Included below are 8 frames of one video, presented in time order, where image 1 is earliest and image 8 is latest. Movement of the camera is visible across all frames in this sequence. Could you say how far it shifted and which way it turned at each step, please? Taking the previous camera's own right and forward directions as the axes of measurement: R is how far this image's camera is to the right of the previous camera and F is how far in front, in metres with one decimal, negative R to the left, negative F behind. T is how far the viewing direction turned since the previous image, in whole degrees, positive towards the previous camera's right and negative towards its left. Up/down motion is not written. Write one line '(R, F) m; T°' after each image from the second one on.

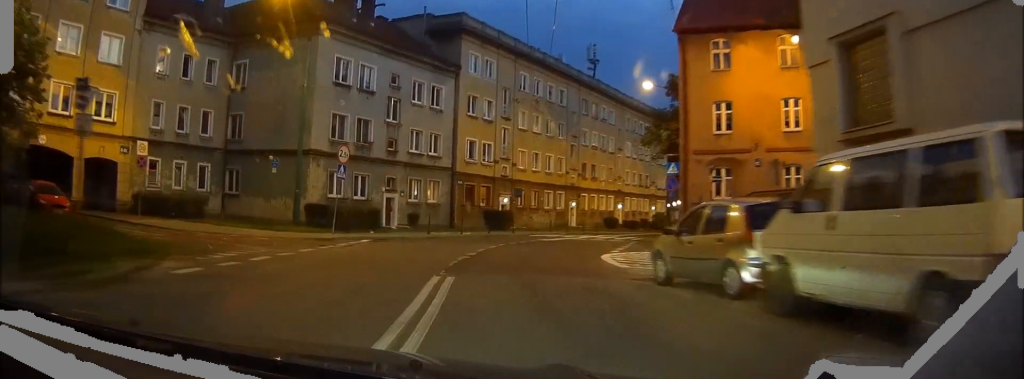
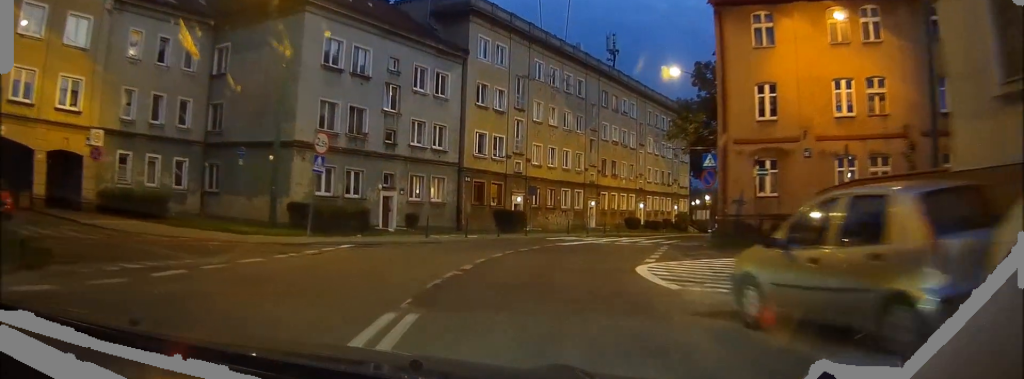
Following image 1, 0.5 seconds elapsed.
(-0.1, +4.5) m; -2°
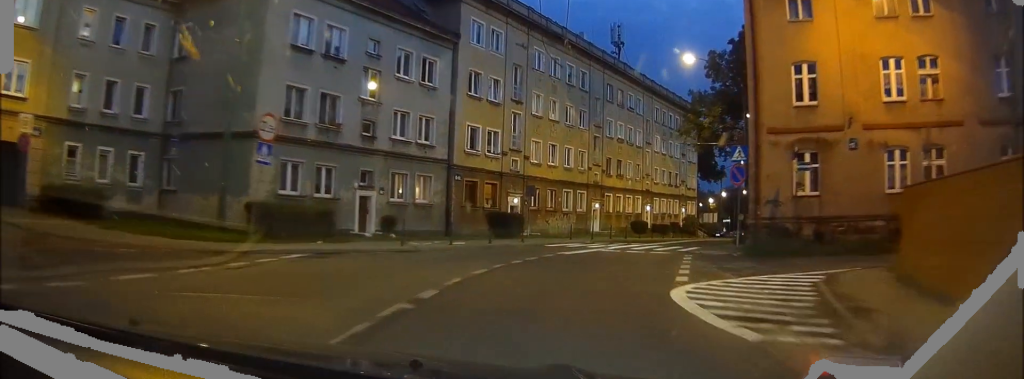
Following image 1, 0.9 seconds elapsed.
(0.0, +4.5) m; -2°
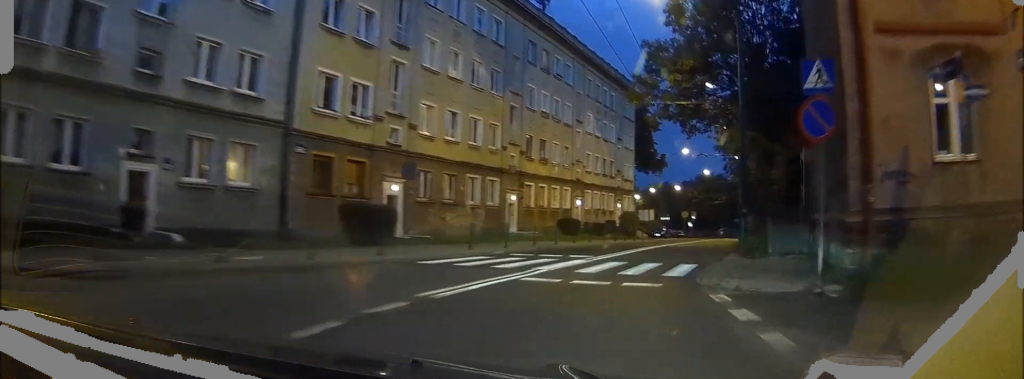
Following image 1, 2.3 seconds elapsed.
(-0.4, +13.3) m; +1°
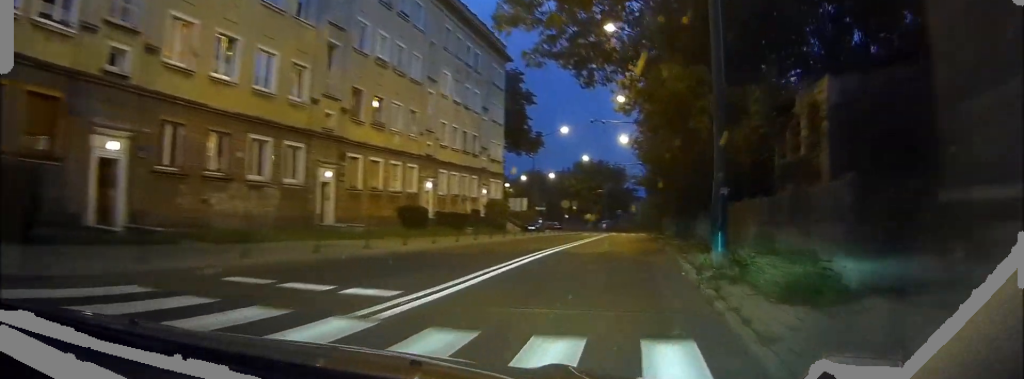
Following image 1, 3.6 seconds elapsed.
(+0.6, +12.7) m; +6°
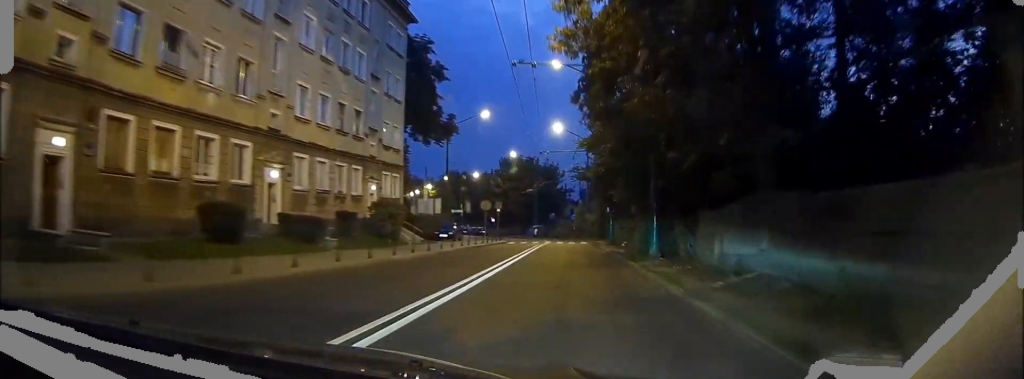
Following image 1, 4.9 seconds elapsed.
(+1.0, +13.7) m; +8°
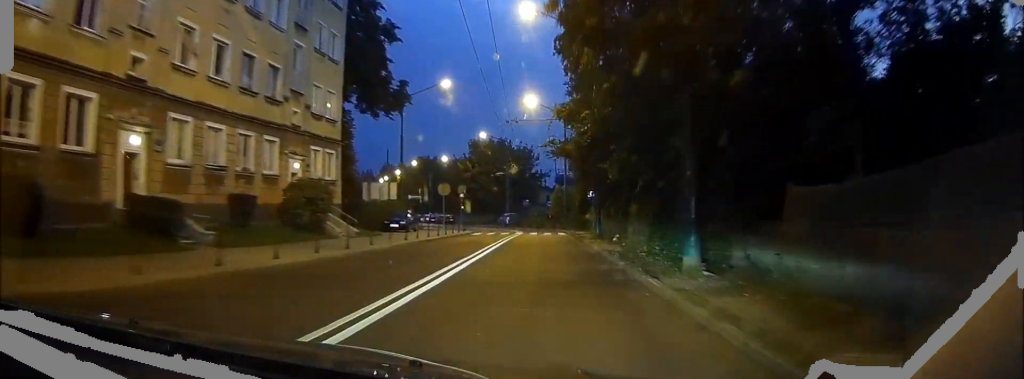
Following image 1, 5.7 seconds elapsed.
(+0.2, +8.6) m; +2°
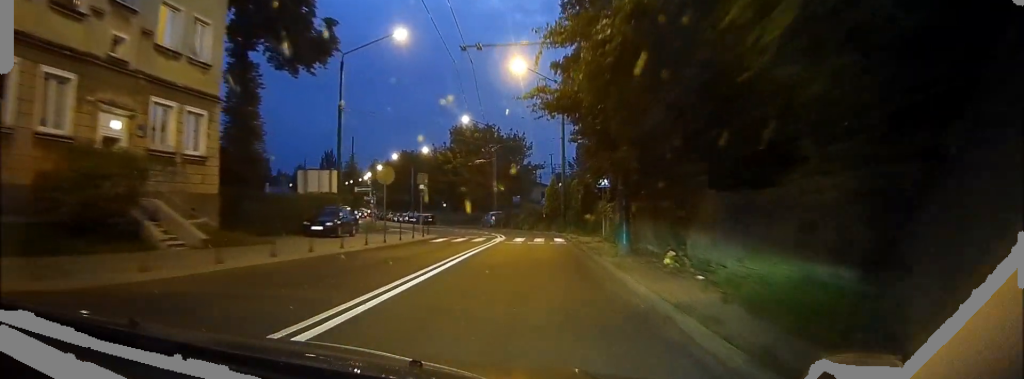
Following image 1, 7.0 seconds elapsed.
(+0.2, +14.0) m; +2°
